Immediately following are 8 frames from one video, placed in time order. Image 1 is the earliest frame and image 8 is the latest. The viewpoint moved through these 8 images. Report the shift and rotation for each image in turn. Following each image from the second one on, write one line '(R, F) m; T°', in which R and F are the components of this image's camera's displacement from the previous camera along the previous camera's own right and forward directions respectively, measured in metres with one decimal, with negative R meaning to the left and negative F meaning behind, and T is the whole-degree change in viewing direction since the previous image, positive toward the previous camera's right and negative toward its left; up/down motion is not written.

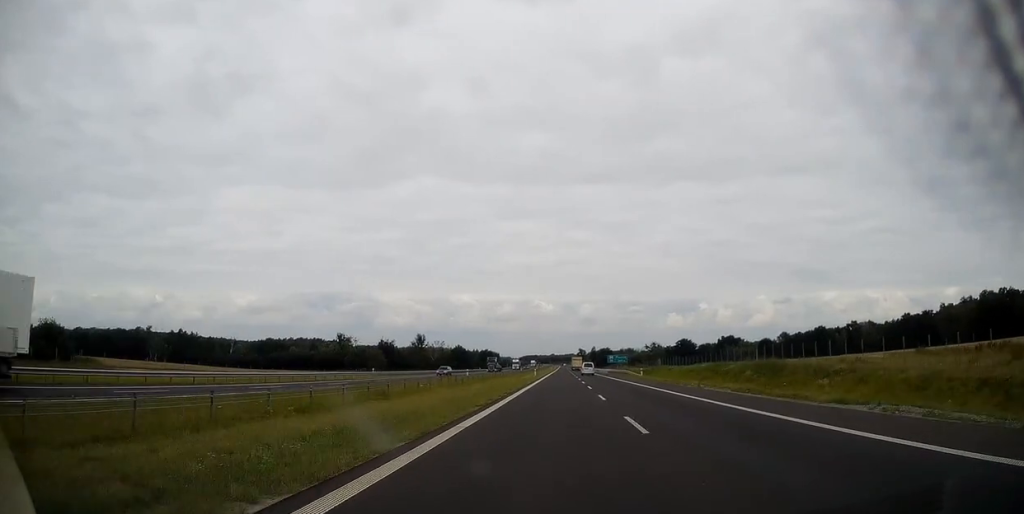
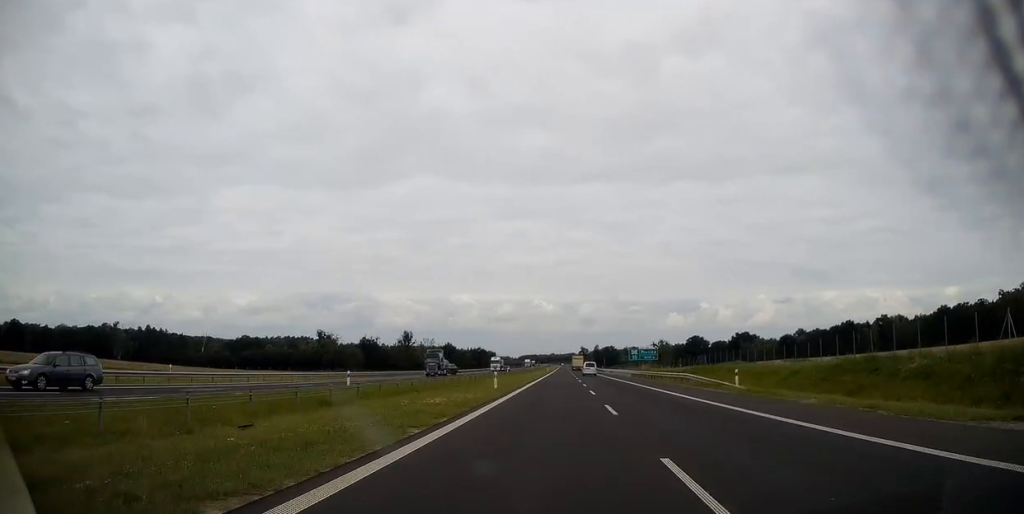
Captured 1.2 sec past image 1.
(+0.2, +42.8) m; 0°
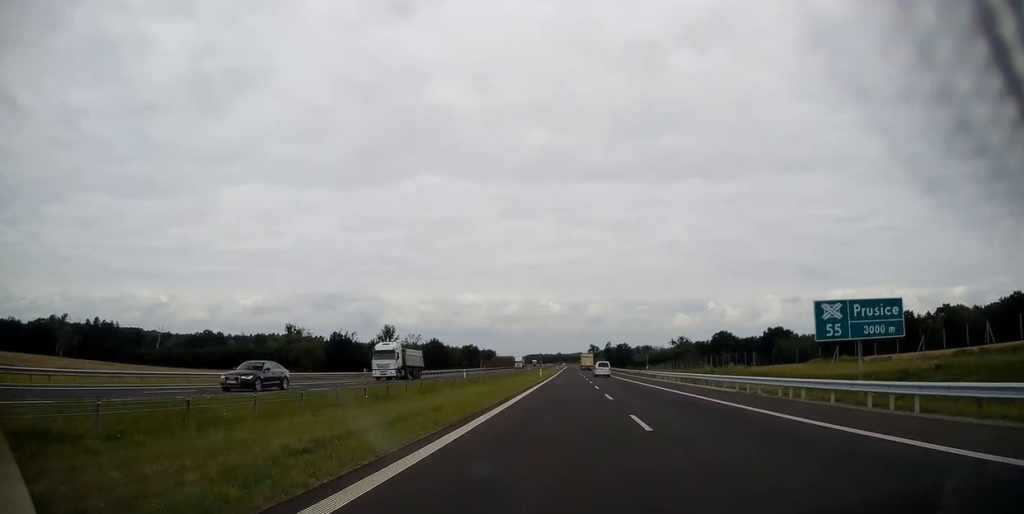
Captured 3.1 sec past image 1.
(-0.4, +63.6) m; 0°
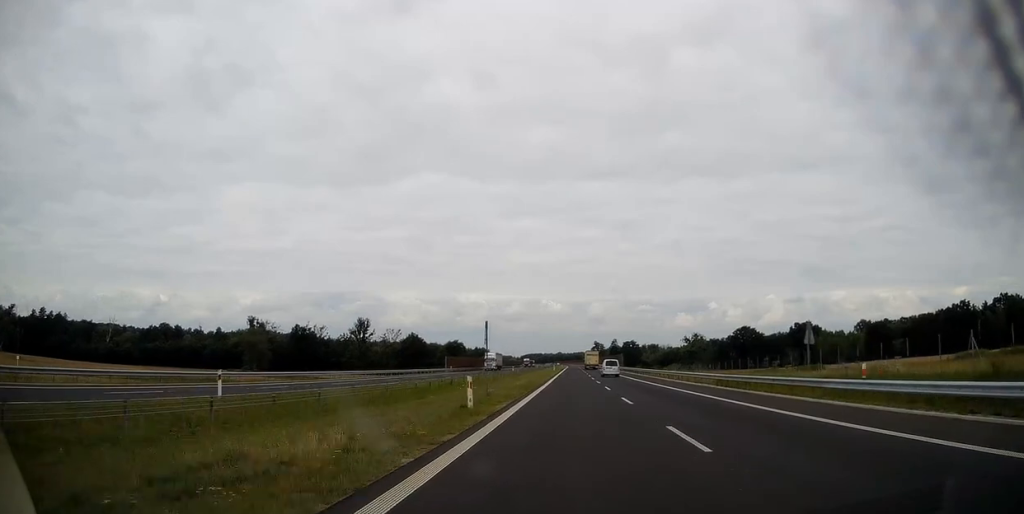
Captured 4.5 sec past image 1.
(+0.1, +50.9) m; 0°
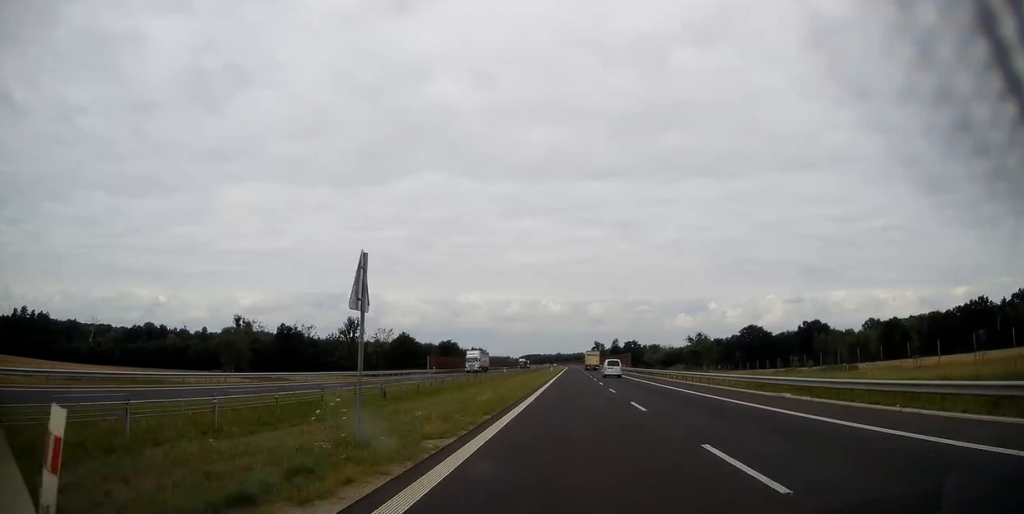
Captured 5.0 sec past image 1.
(-0.1, +15.0) m; 0°
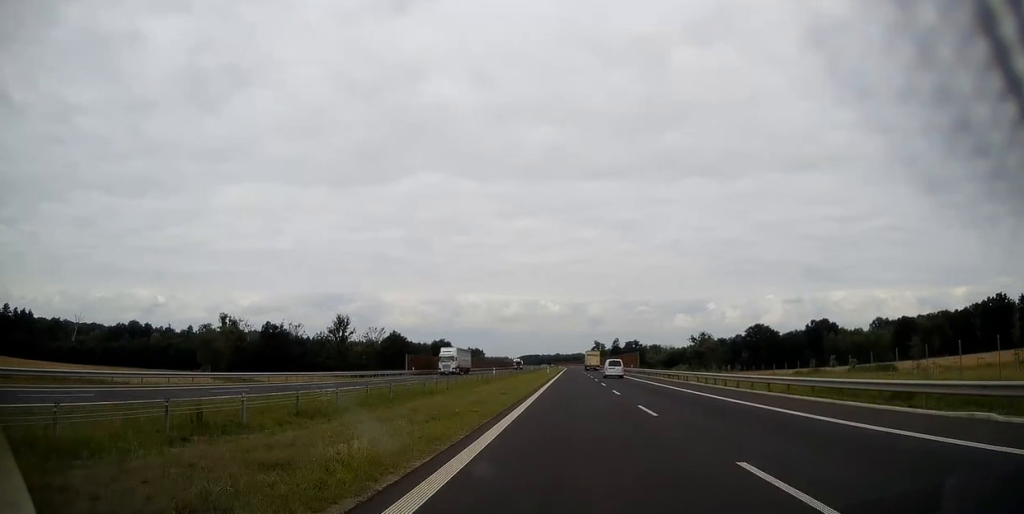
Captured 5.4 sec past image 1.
(0.0, +13.8) m; 0°
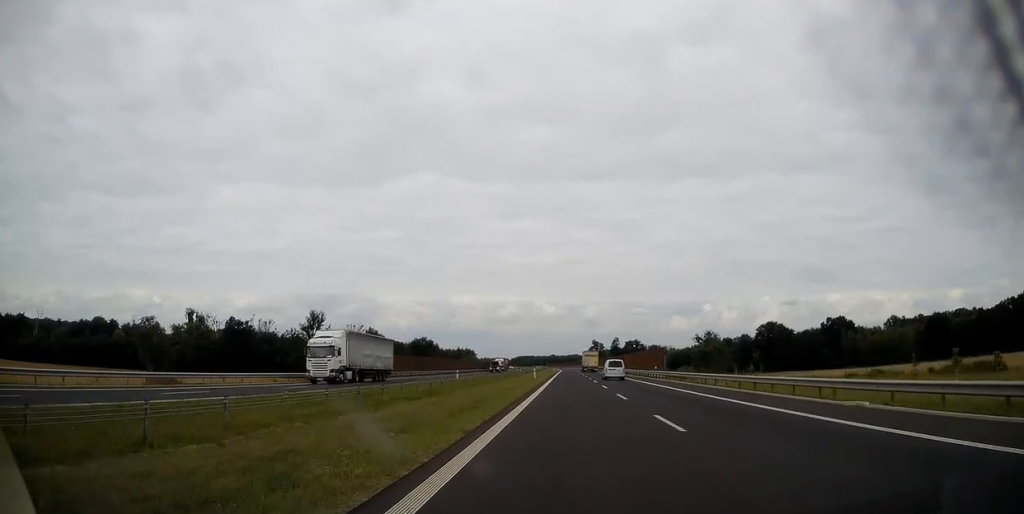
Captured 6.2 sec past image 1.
(+0.1, +27.6) m; 0°
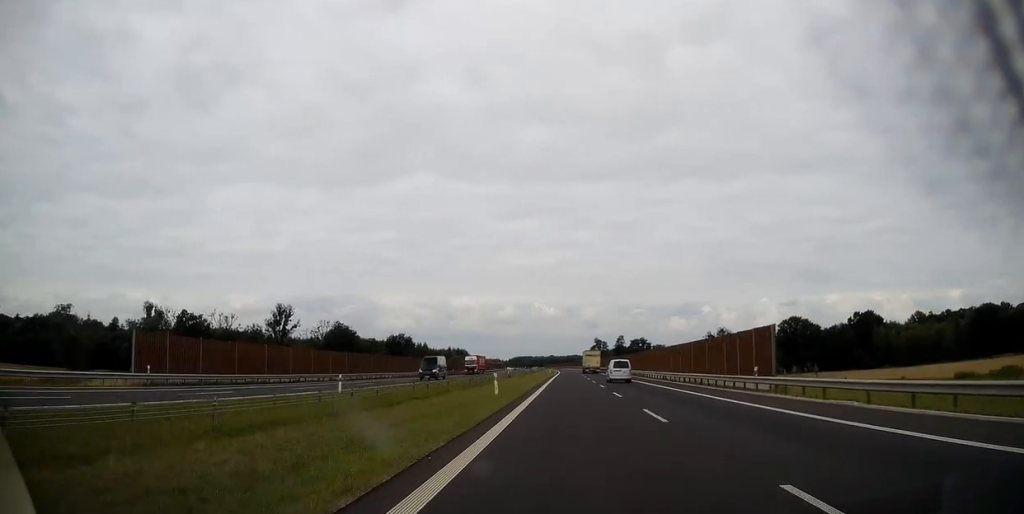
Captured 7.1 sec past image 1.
(0.0, +33.3) m; 0°
